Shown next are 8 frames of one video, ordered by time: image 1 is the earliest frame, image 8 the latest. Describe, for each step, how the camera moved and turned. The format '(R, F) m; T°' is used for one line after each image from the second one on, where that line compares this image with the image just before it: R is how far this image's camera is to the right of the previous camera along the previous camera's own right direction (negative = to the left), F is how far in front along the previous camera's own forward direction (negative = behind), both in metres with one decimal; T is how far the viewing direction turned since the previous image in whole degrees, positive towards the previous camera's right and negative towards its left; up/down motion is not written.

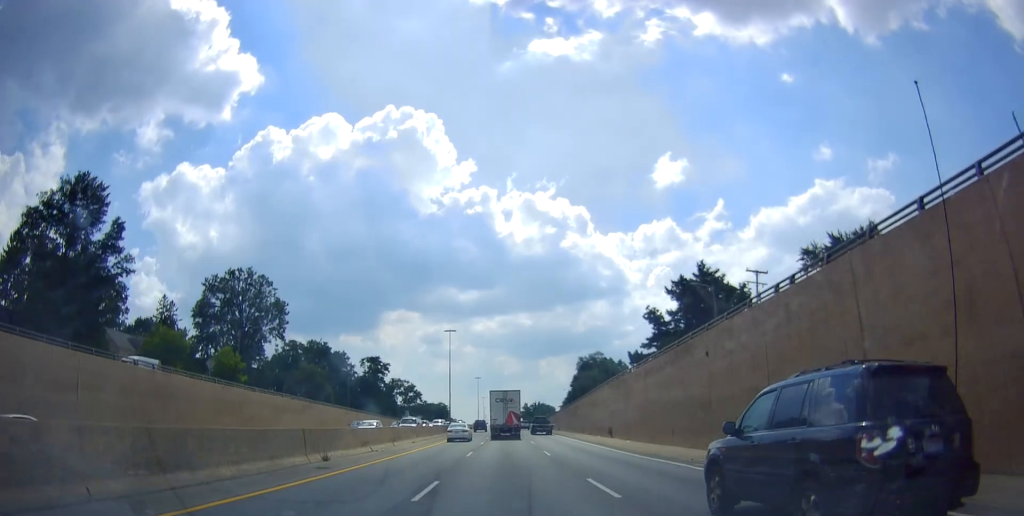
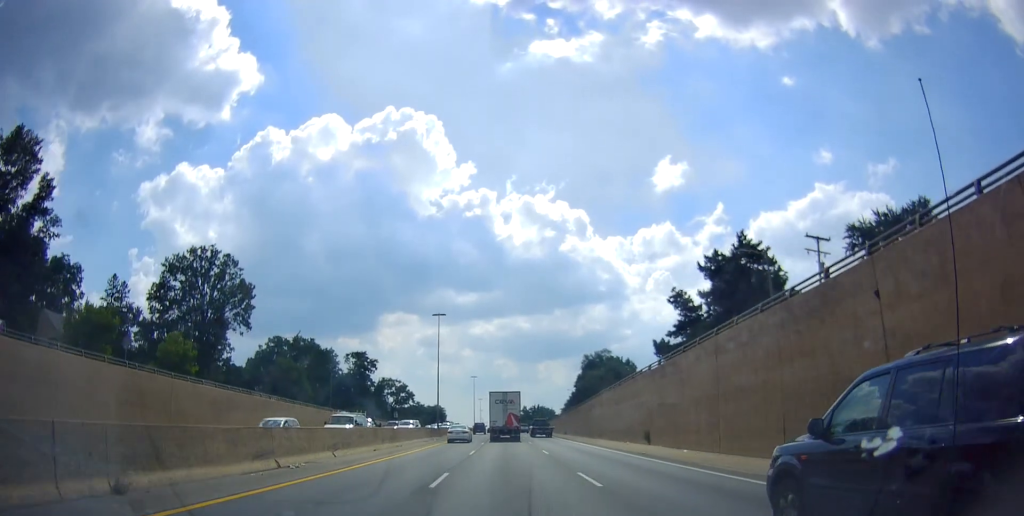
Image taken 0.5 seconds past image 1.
(-0.2, +13.1) m; -1°
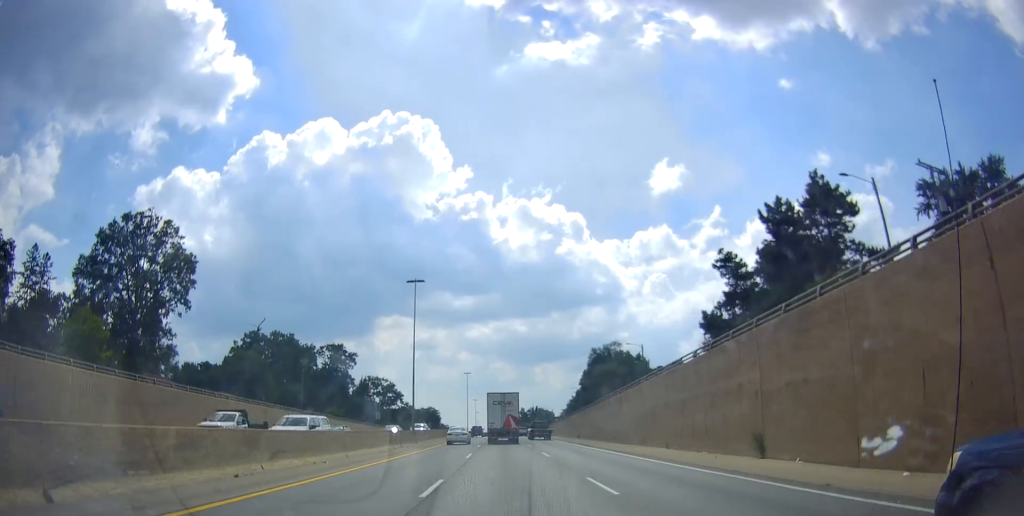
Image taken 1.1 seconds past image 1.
(0.0, +16.7) m; +1°
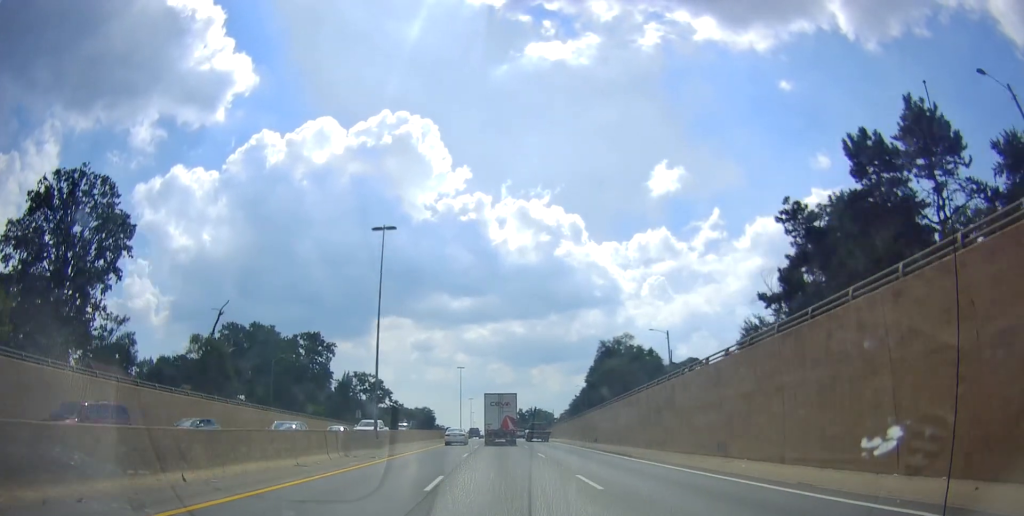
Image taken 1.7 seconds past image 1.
(0.0, +14.0) m; +1°
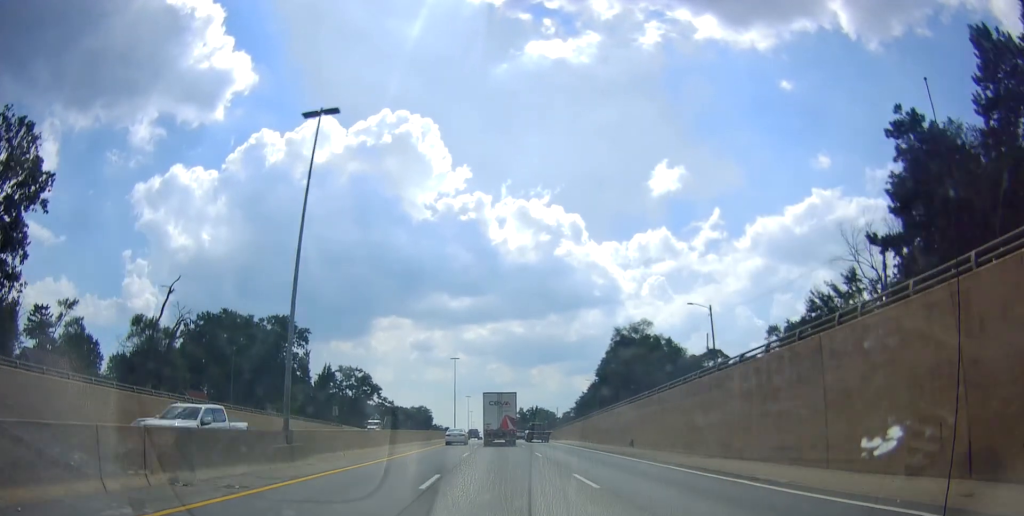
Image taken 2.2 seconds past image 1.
(+0.4, +14.9) m; +1°
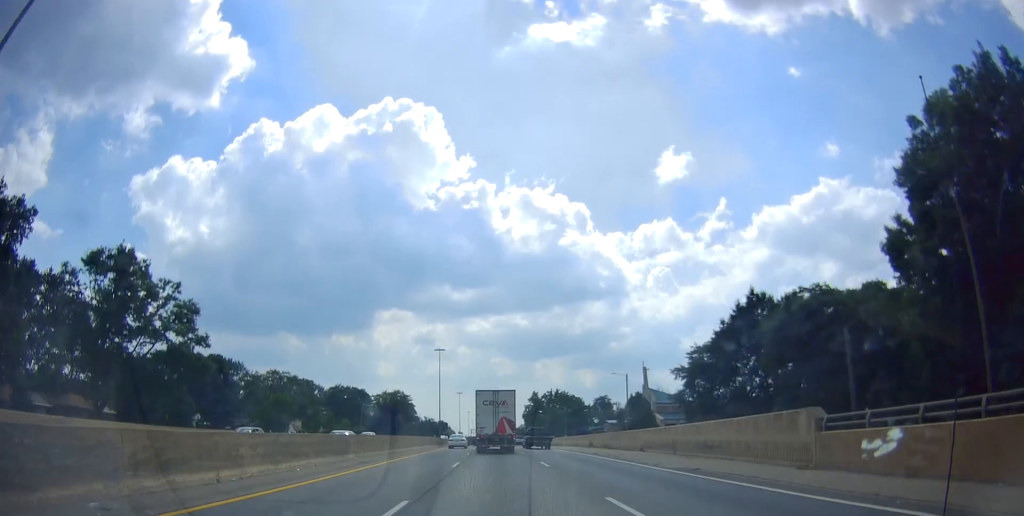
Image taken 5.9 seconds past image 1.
(-0.6, +97.2) m; -1°
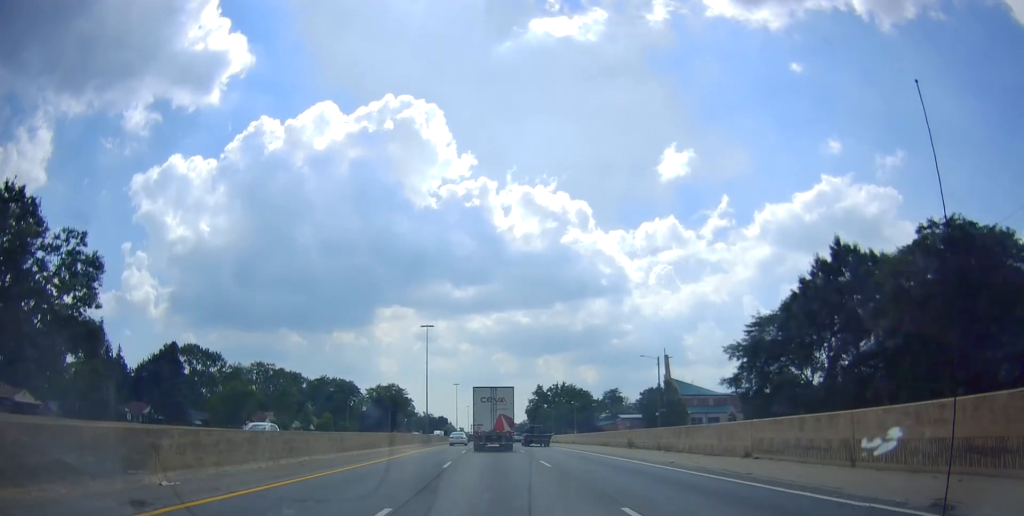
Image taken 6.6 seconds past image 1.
(-0.4, +17.4) m; 0°
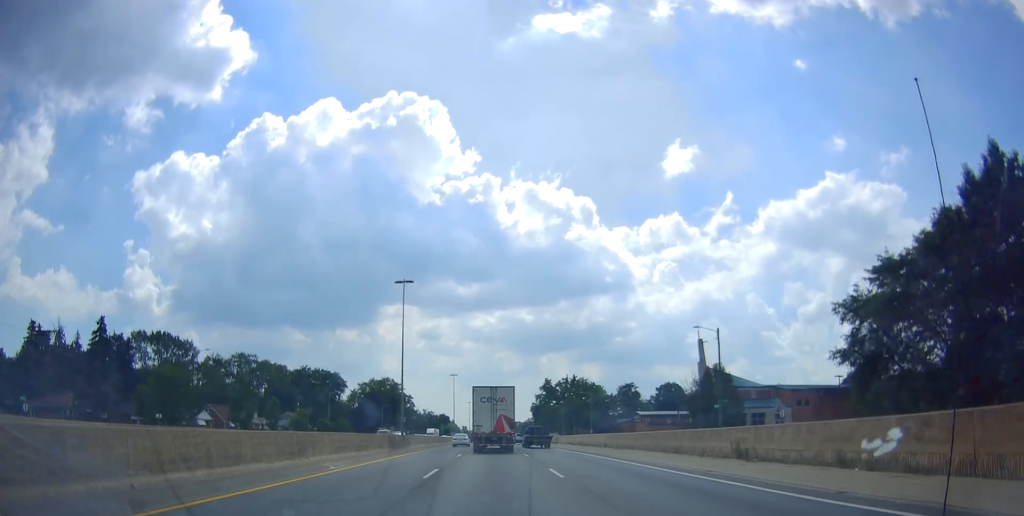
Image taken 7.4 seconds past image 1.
(+0.6, +19.8) m; +1°
